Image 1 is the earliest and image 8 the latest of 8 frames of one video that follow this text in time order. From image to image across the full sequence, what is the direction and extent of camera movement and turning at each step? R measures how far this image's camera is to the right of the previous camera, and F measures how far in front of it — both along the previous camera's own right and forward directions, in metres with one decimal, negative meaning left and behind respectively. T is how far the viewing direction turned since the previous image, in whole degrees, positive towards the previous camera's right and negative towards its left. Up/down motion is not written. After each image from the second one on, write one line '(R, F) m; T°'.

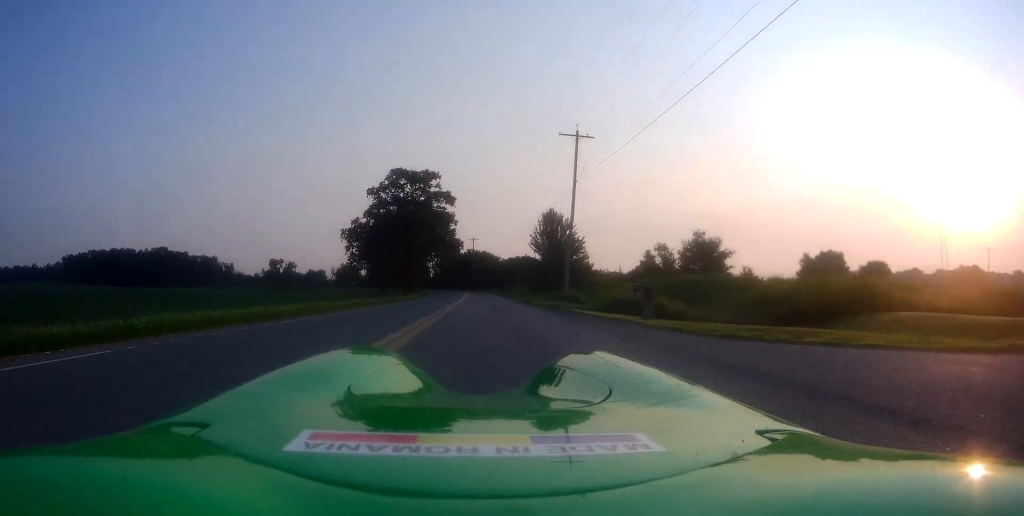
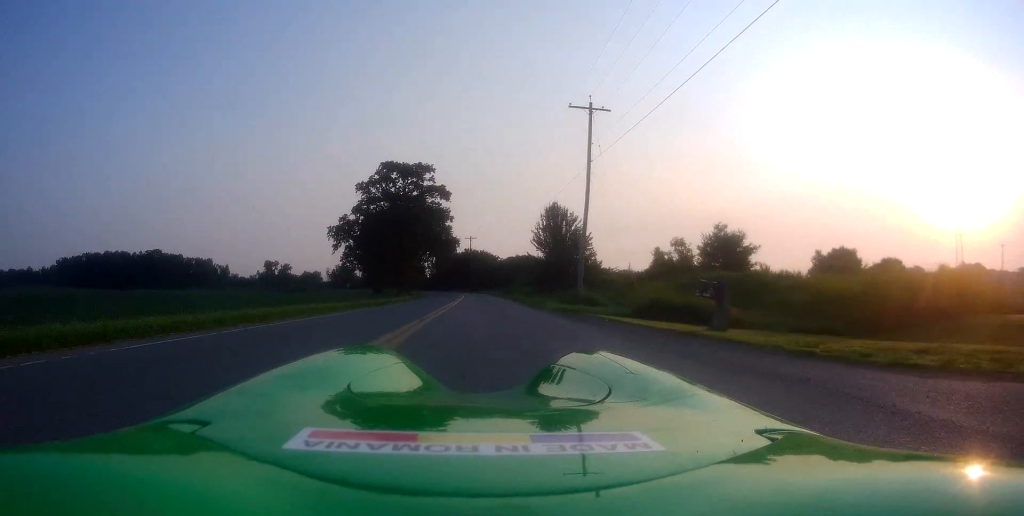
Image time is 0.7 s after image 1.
(-0.1, +6.4) m; 0°
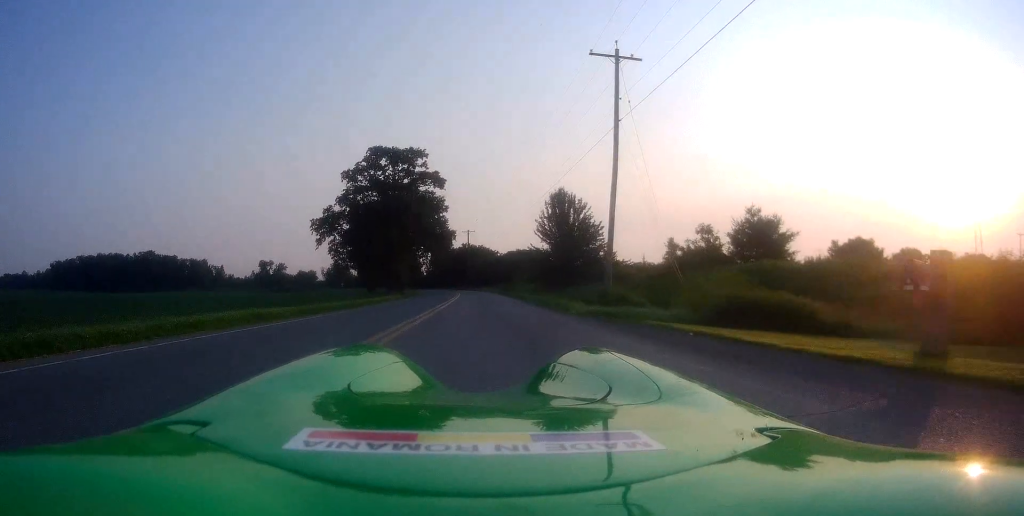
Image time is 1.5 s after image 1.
(+0.1, +7.6) m; +1°
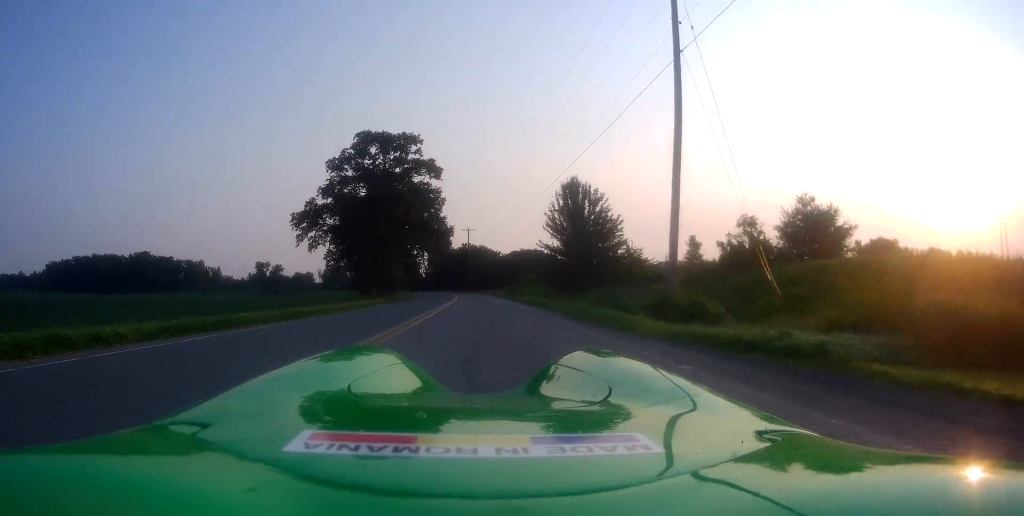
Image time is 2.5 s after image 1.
(0.0, +8.2) m; -1°
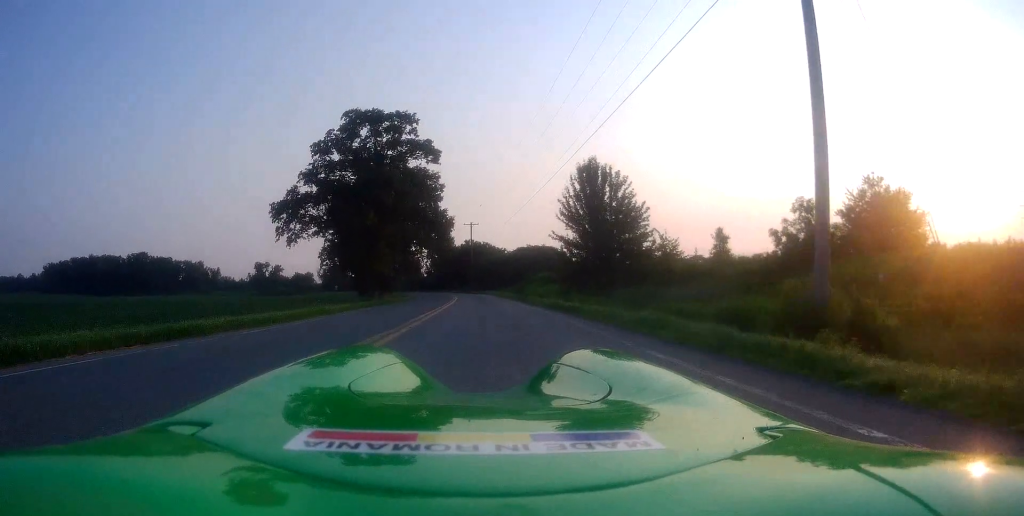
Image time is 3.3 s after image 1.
(-0.2, +7.7) m; 0°
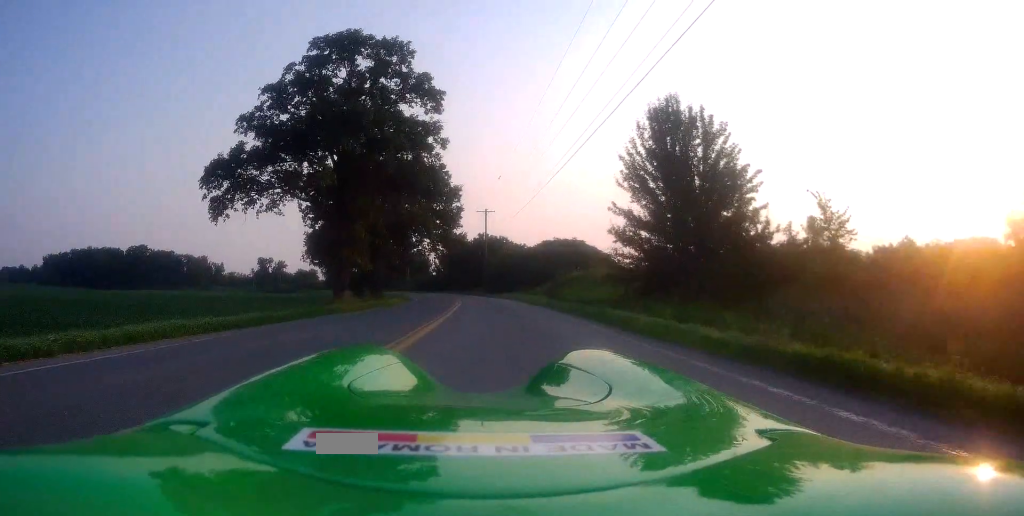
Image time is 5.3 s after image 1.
(+0.9, +17.3) m; +2°
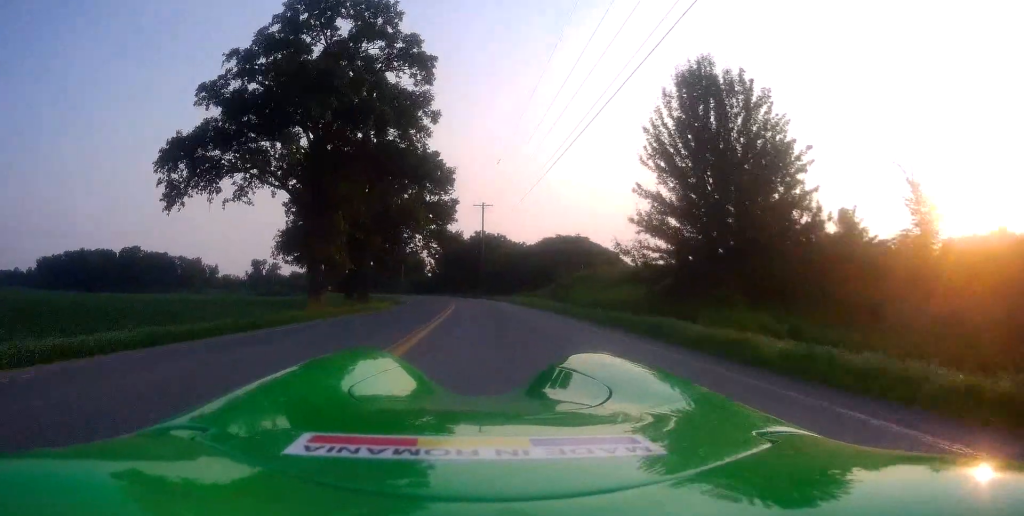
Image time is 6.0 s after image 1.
(-0.2, +5.3) m; -1°
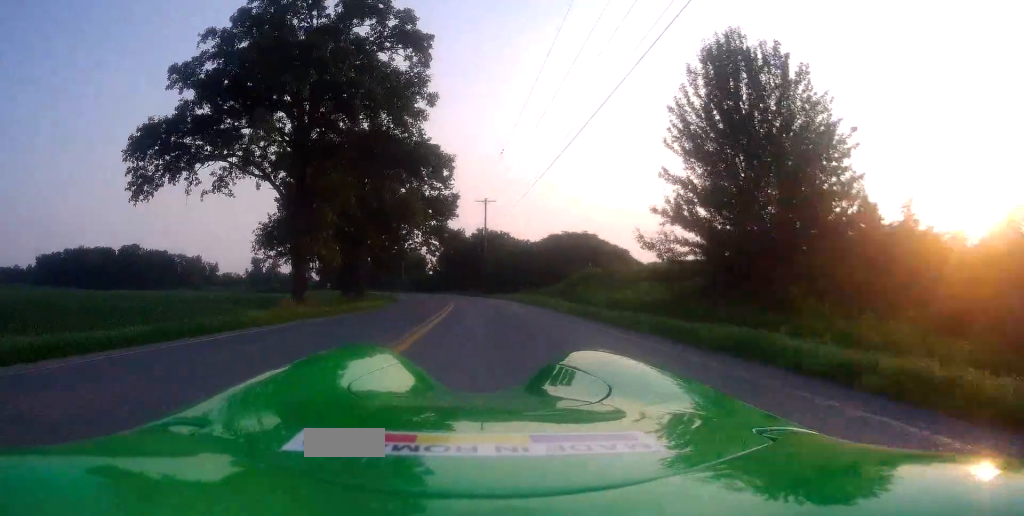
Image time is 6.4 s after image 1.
(-0.3, +3.6) m; 0°
